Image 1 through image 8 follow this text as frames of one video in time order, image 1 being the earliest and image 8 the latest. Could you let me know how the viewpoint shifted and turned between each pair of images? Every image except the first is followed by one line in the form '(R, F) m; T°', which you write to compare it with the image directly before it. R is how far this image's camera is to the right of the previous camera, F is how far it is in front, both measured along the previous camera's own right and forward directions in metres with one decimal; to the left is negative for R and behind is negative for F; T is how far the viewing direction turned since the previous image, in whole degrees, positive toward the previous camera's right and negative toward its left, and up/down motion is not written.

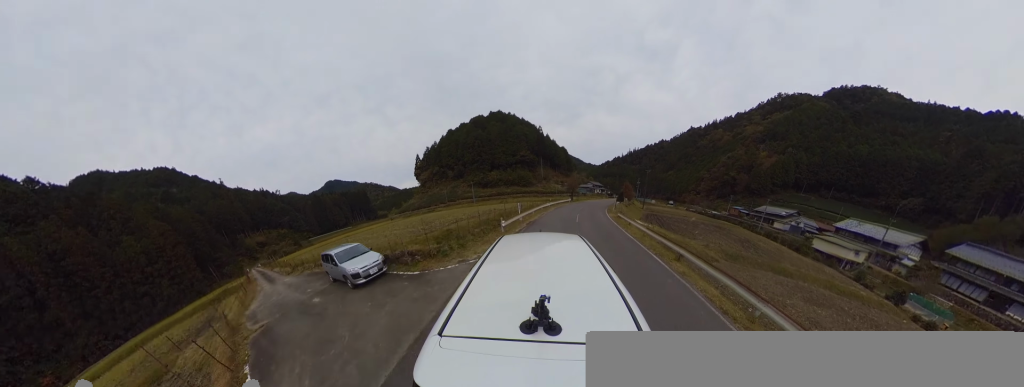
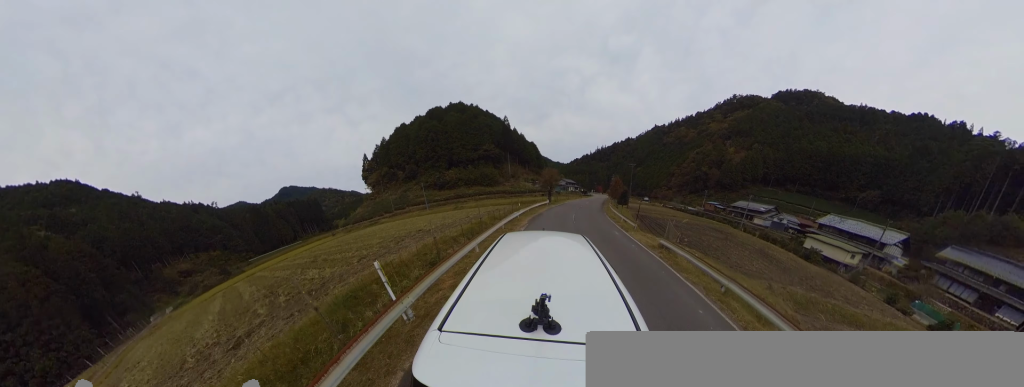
(+0.9, +12.0) m; +9°
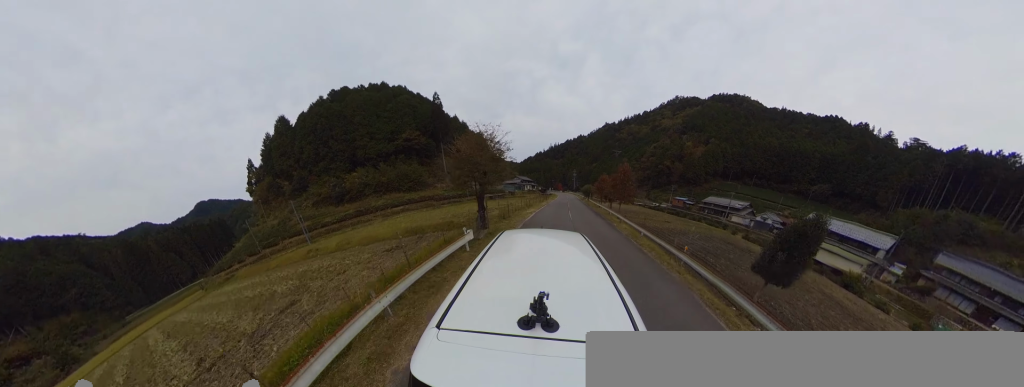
(+2.2, +19.3) m; +12°
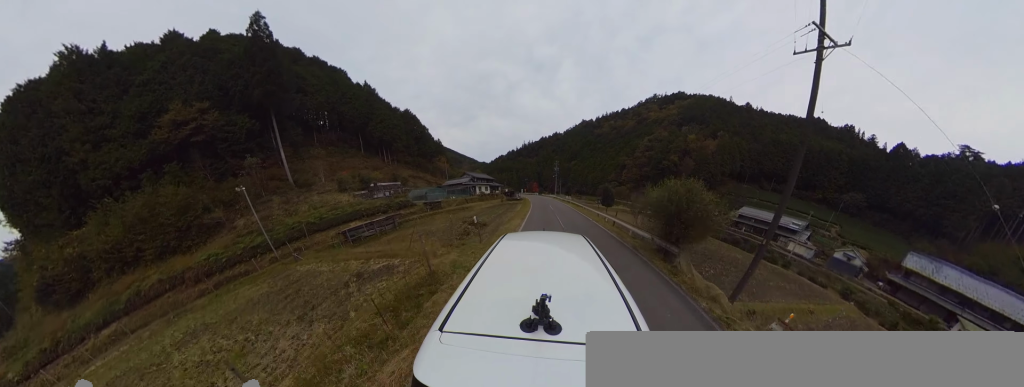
(+0.5, +32.7) m; 0°
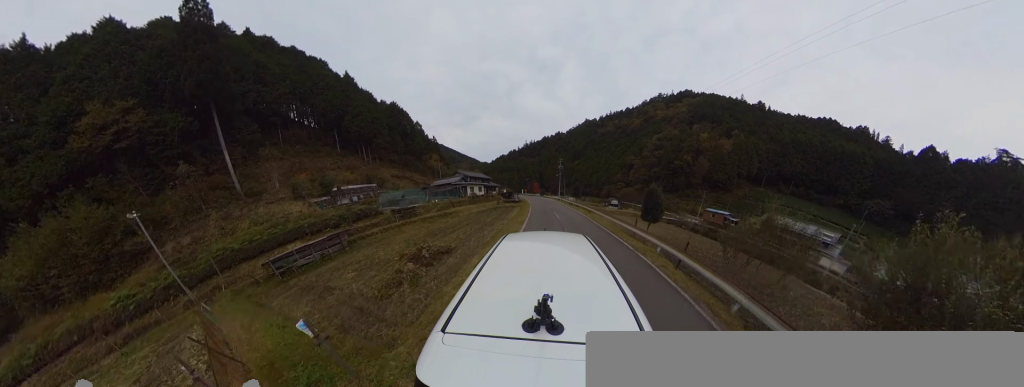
(+0.2, +6.9) m; -1°
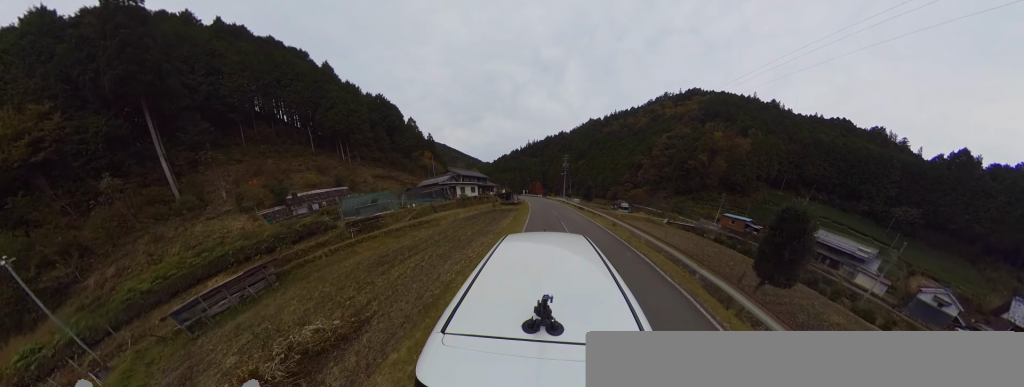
(-0.3, +6.4) m; -2°
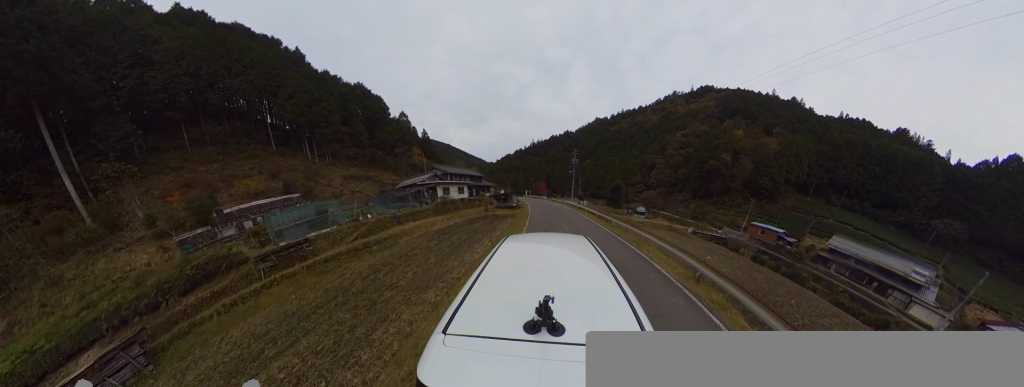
(-0.2, +7.7) m; -3°
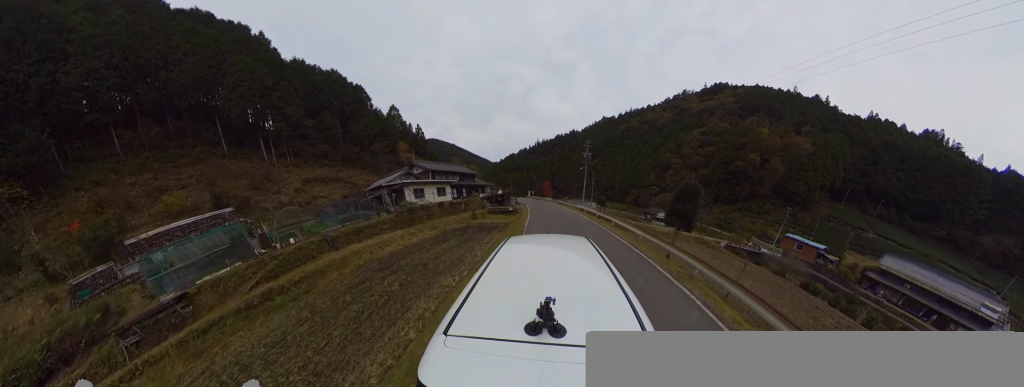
(+0.1, +7.7) m; -3°
